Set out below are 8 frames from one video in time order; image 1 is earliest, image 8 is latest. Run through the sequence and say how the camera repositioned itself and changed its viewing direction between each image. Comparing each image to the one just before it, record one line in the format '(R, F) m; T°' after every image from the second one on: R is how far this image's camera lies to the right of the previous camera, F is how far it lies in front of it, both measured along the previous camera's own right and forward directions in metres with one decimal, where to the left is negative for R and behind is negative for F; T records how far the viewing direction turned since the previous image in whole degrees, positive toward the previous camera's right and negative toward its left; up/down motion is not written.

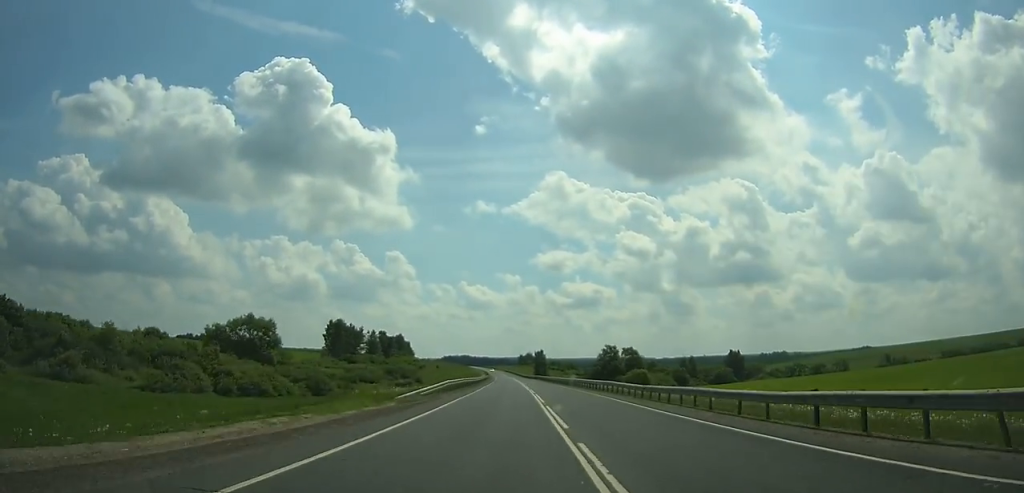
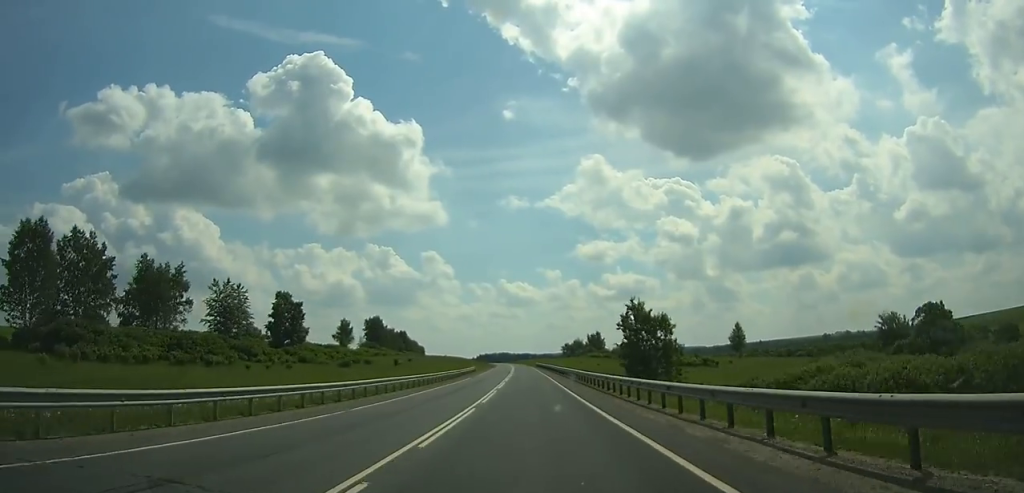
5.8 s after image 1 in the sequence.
(-3.4, +150.1) m; -3°
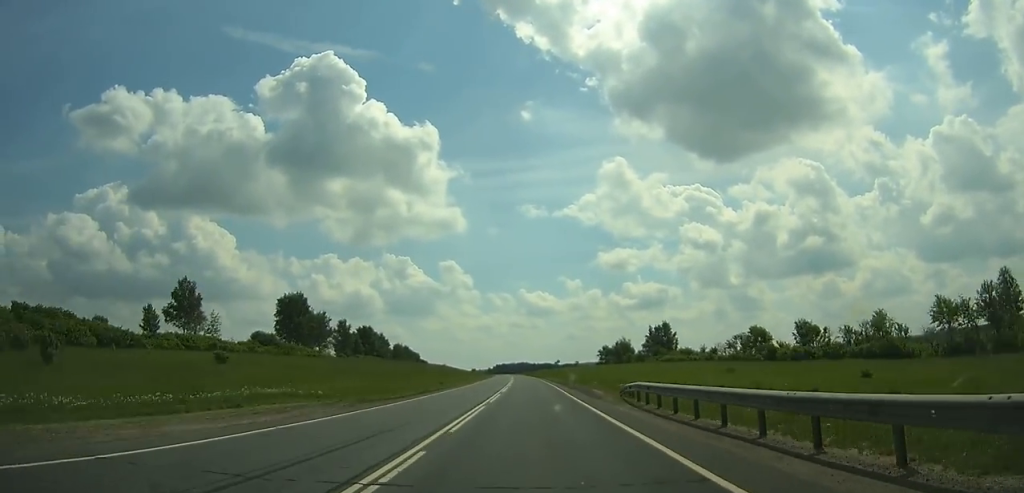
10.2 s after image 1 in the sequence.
(-2.9, +116.9) m; -3°
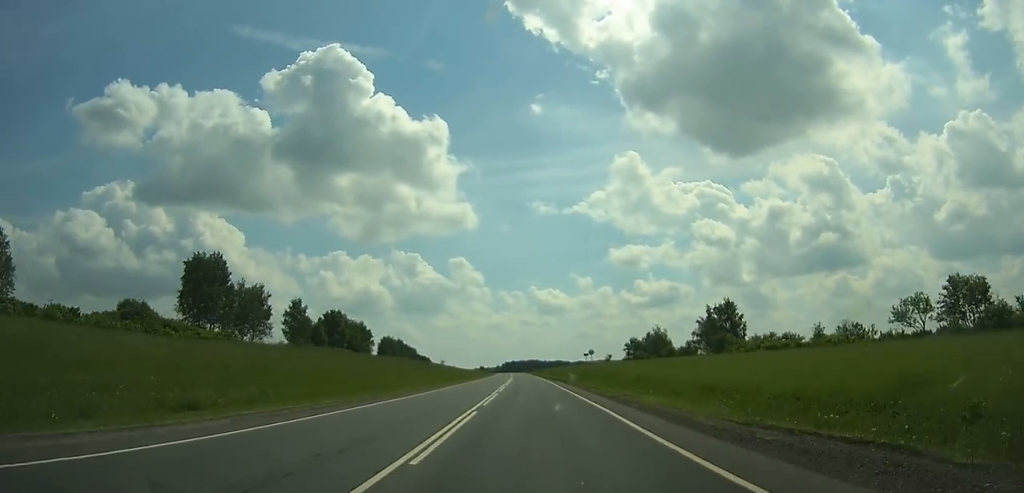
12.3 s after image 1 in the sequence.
(-0.6, +54.5) m; -1°
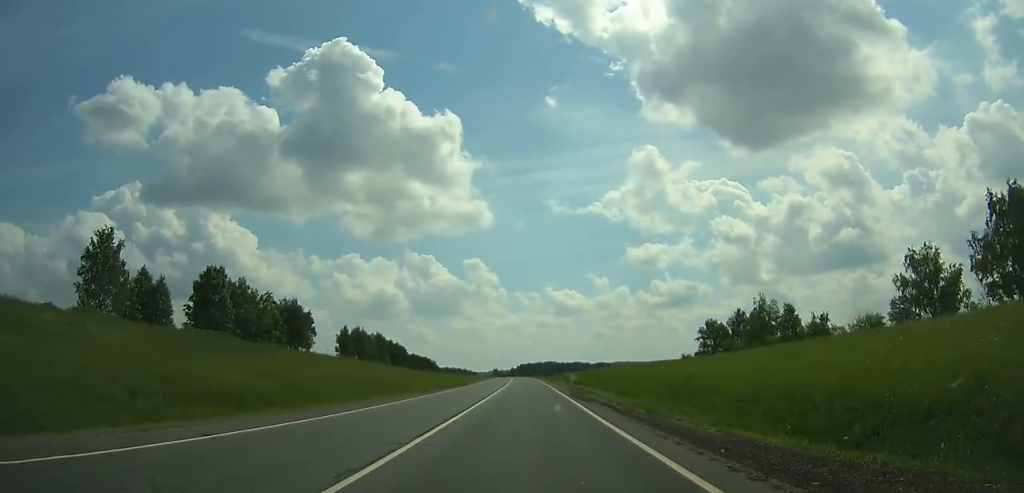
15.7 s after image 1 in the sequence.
(-0.9, +86.9) m; -1°
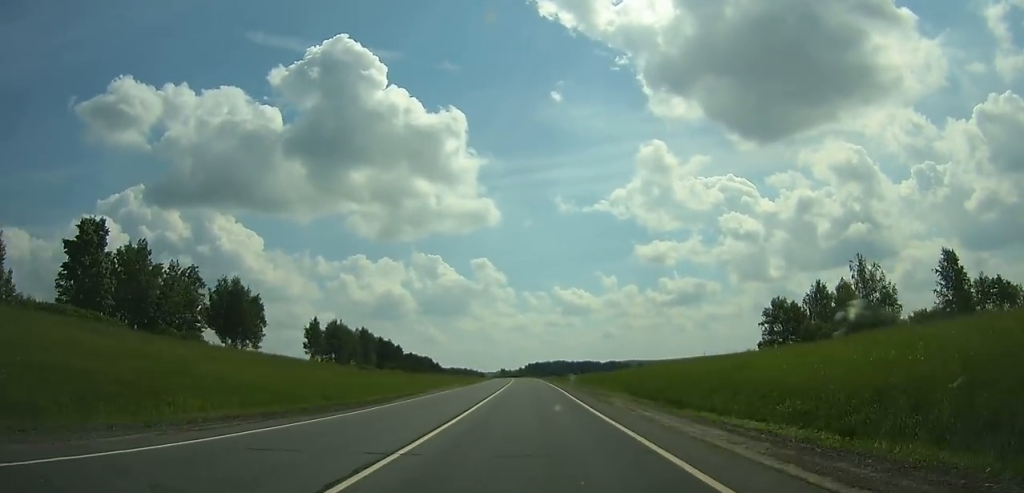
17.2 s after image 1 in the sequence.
(-0.5, +38.0) m; -1°
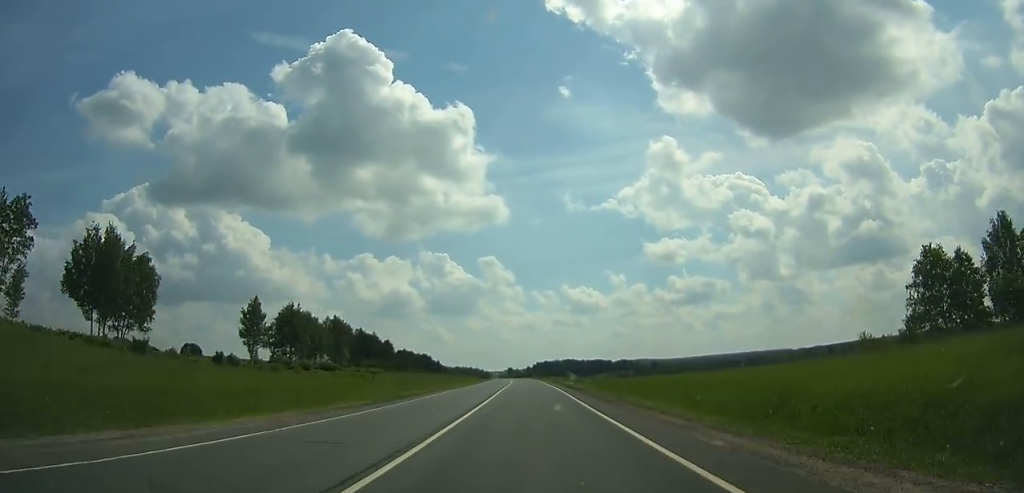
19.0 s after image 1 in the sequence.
(-0.2, +45.5) m; -1°
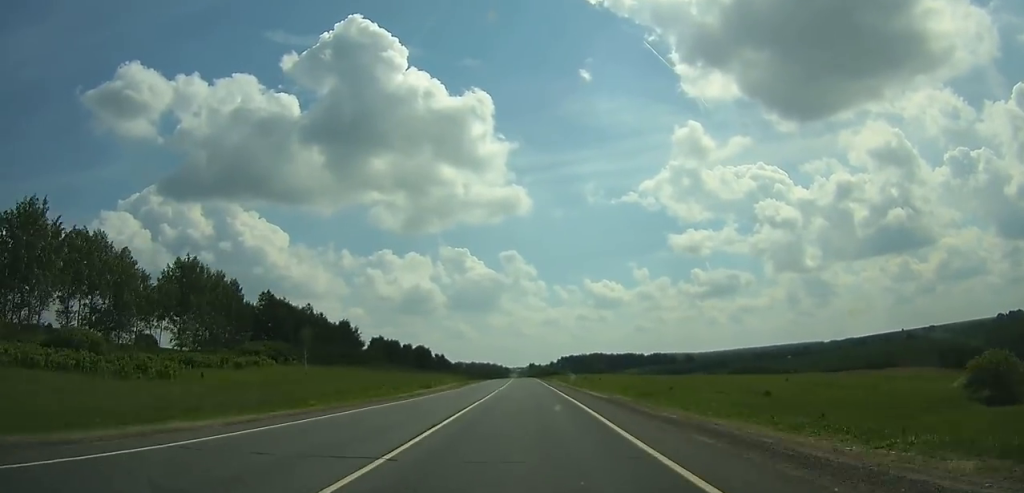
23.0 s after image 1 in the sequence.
(-2.4, +103.2) m; -2°
